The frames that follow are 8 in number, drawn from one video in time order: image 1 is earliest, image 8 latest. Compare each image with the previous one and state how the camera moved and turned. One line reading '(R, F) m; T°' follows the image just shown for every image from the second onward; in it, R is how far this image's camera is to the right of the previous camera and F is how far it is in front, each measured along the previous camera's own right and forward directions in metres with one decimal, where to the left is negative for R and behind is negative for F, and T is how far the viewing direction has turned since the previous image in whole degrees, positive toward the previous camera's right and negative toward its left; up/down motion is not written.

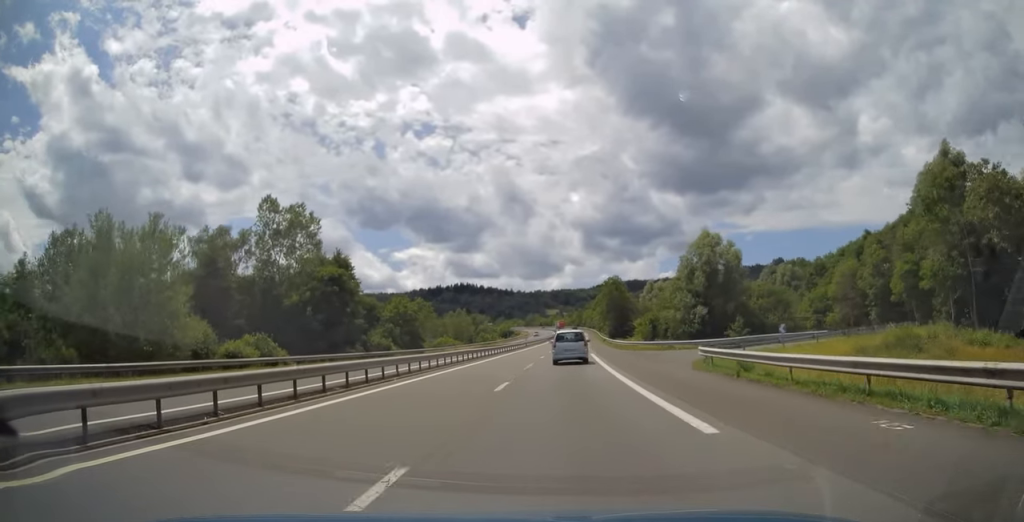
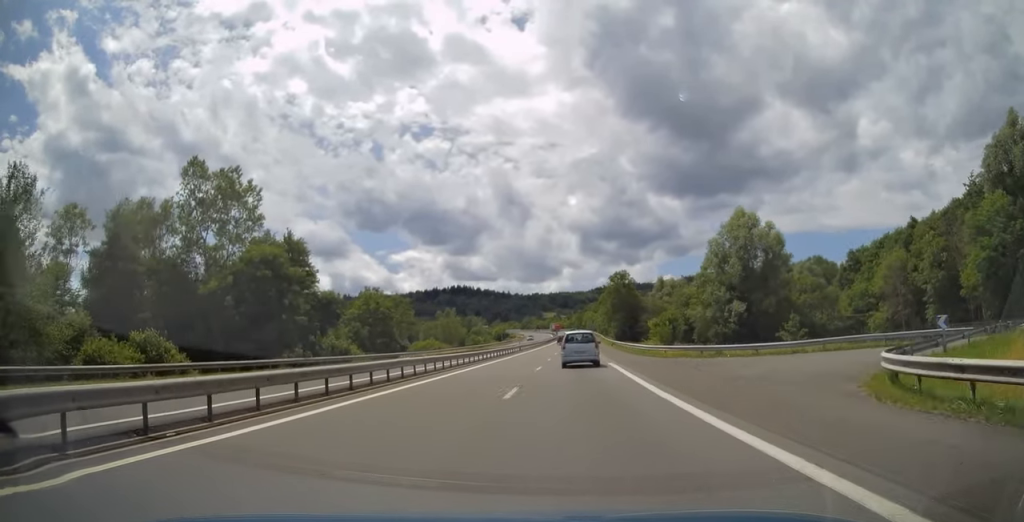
(+0.2, +15.0) m; +1°
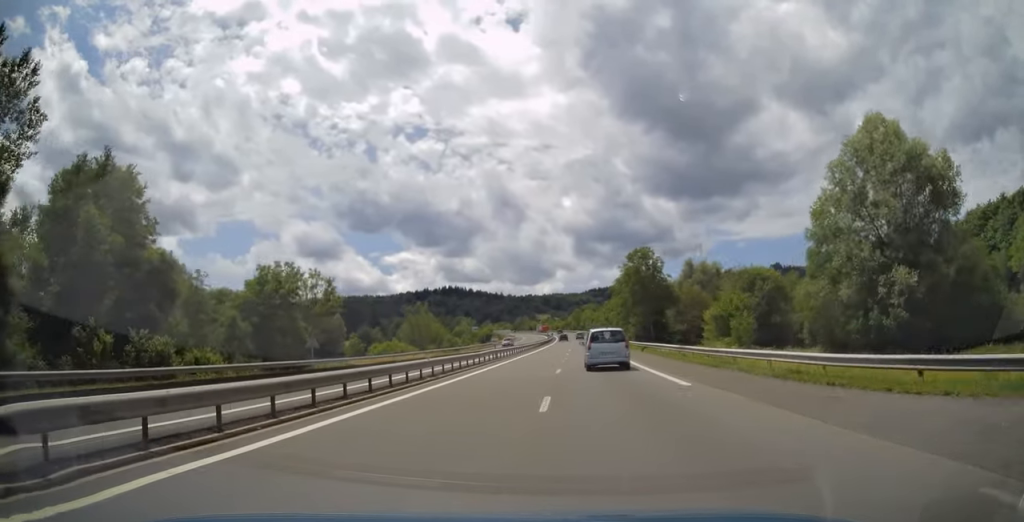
(+0.1, +30.7) m; +1°
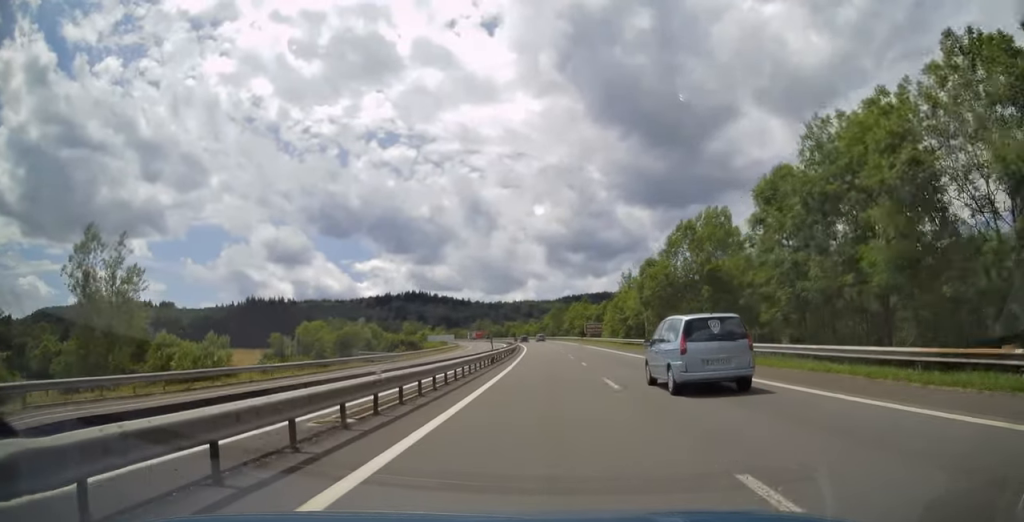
(+1.9, +90.1) m; +2°
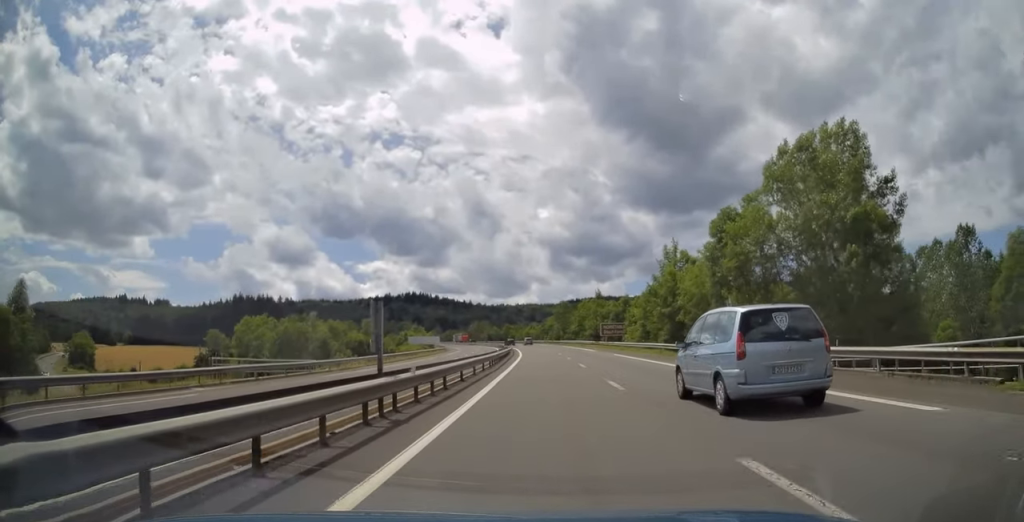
(+0.1, +22.1) m; +1°
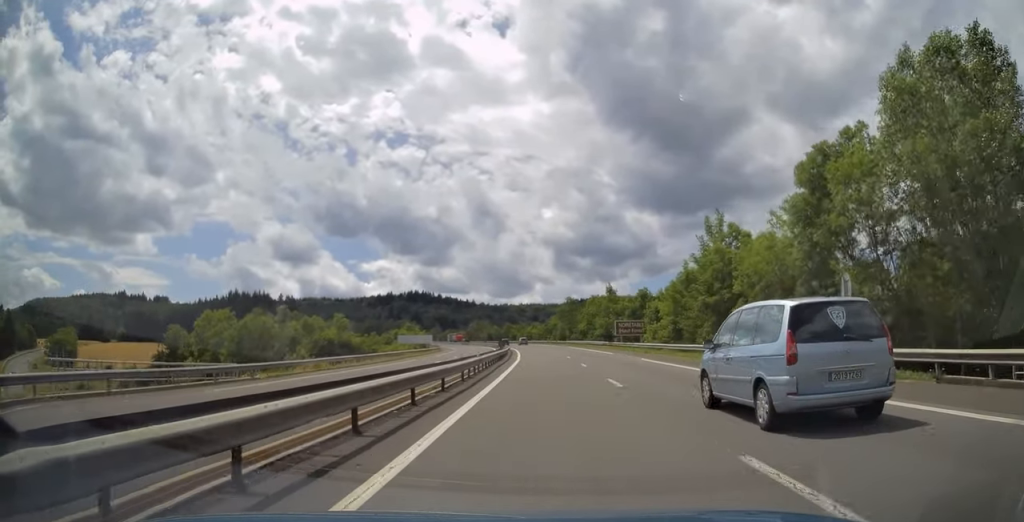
(0.0, +11.1) m; 0°
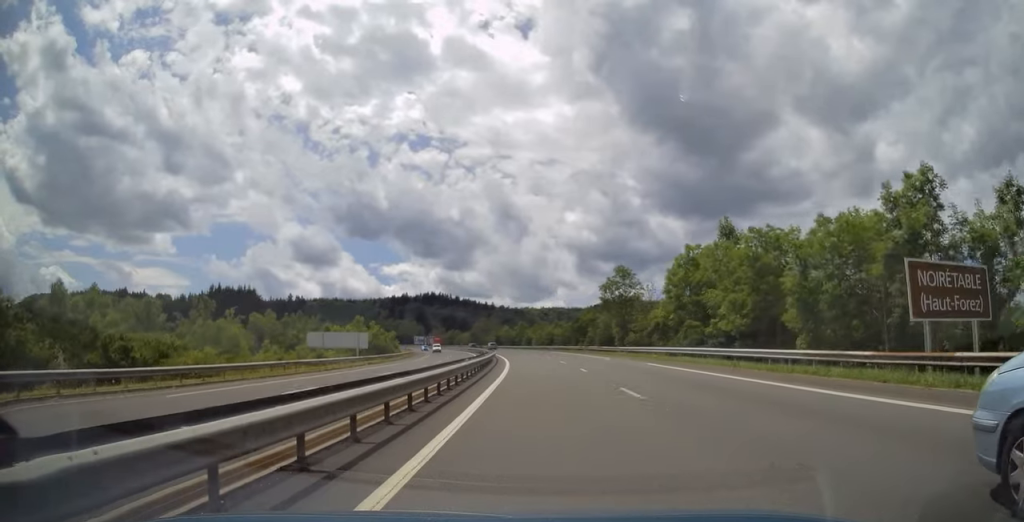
(-0.1, +50.8) m; -1°
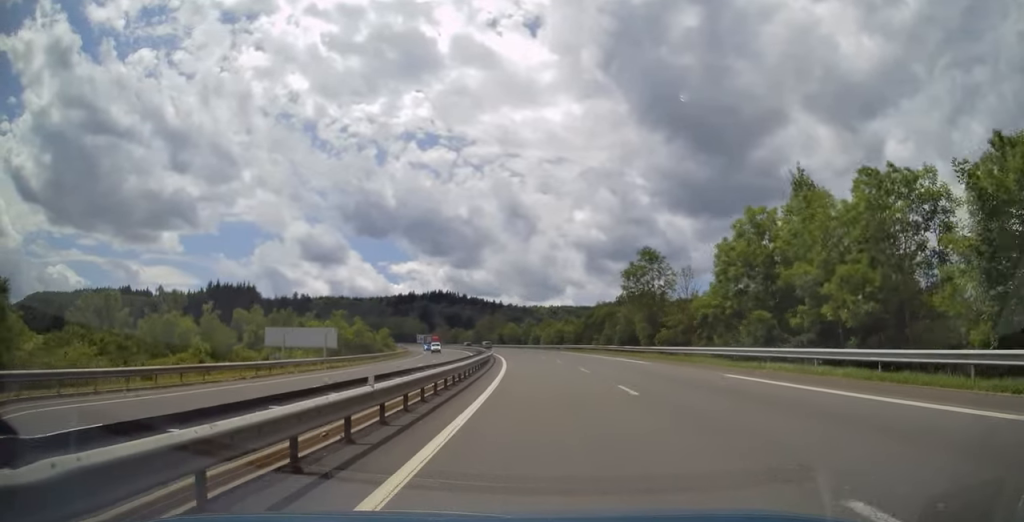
(0.0, +11.6) m; -1°
